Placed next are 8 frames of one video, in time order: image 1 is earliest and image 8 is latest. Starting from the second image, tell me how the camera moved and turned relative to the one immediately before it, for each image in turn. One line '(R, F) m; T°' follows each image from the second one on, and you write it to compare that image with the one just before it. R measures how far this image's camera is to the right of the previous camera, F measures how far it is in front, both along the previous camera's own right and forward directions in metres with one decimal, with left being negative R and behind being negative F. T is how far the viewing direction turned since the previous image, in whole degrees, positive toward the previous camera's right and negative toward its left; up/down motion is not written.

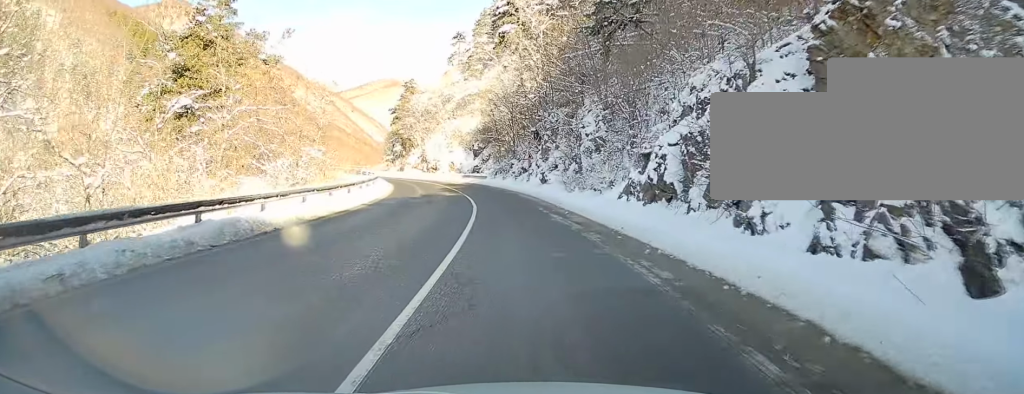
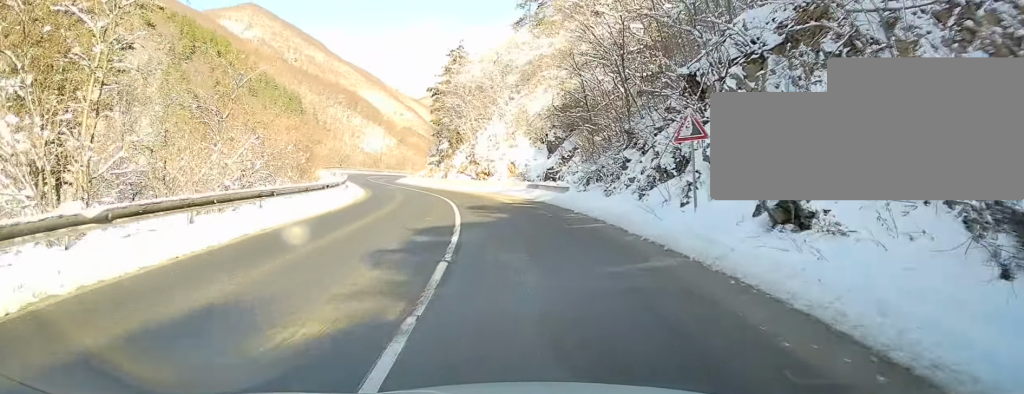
(-2.1, +28.8) m; -10°
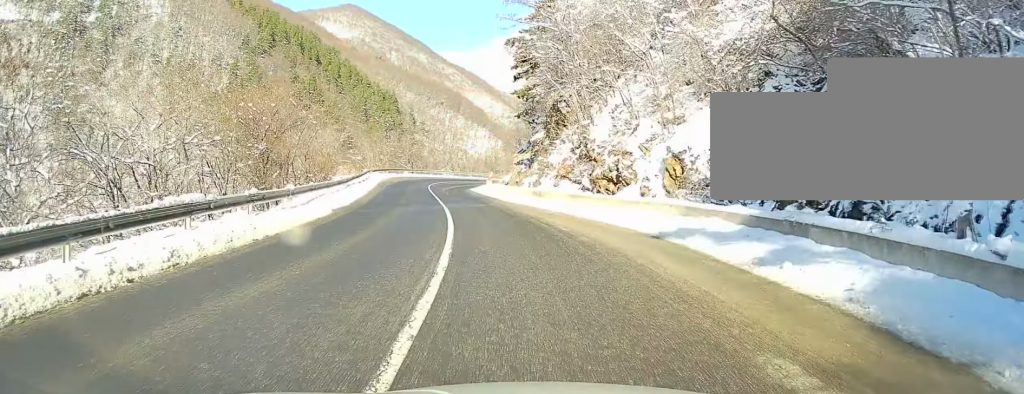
(-2.1, +24.8) m; -8°
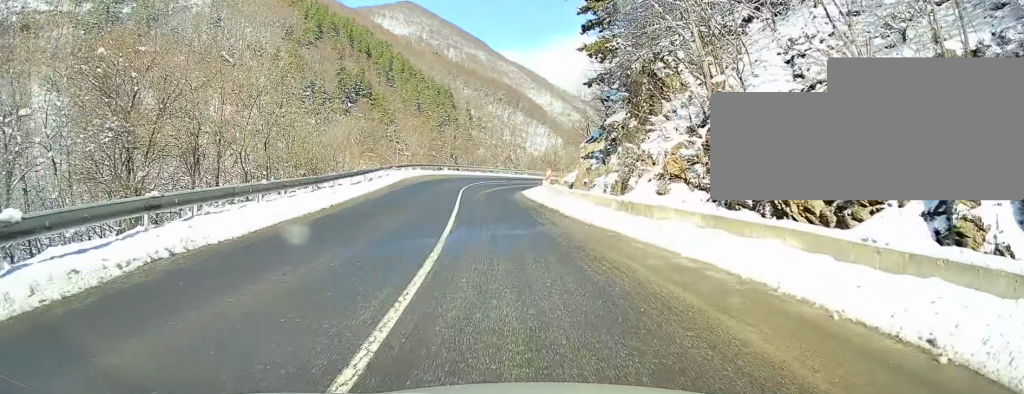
(-0.3, +13.3) m; -3°
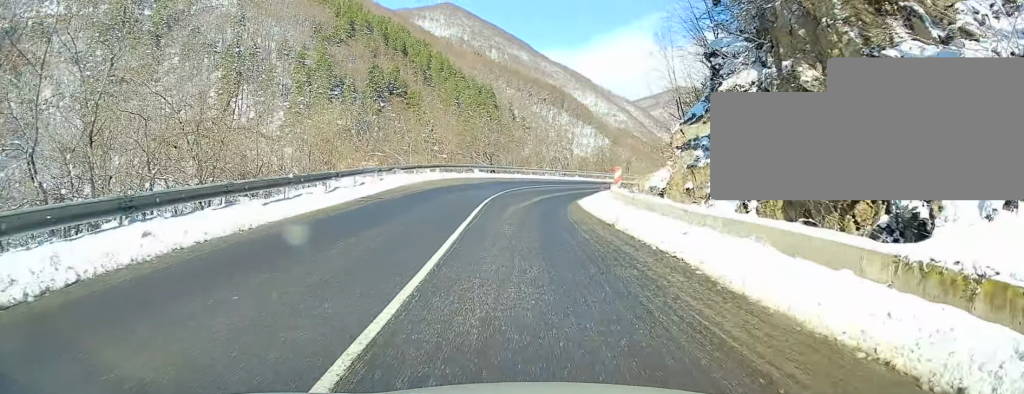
(-0.5, +12.9) m; -1°
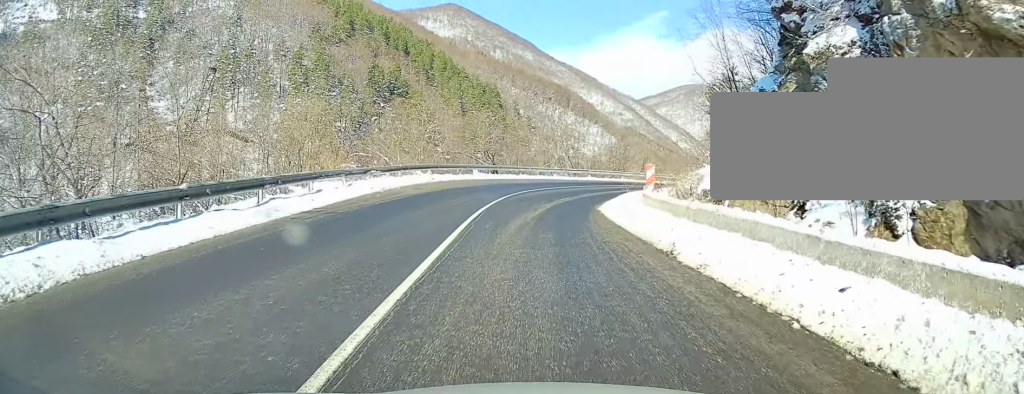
(-0.2, +5.8) m; +1°
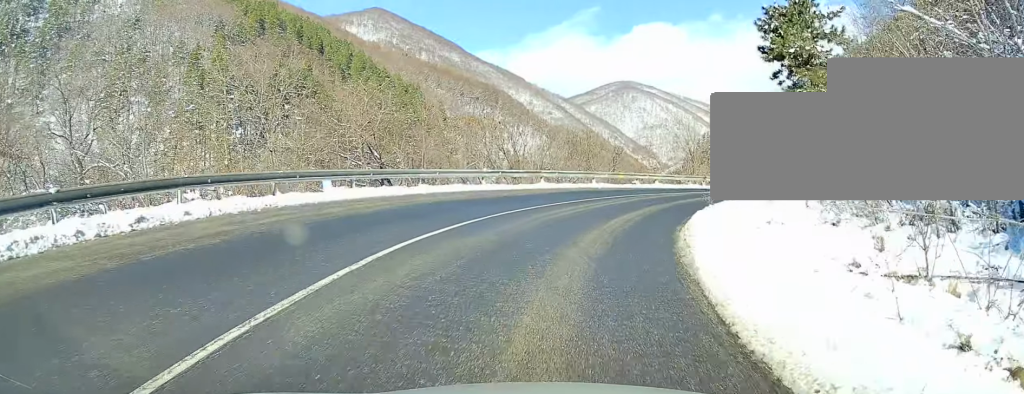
(+2.0, +20.0) m; +11°
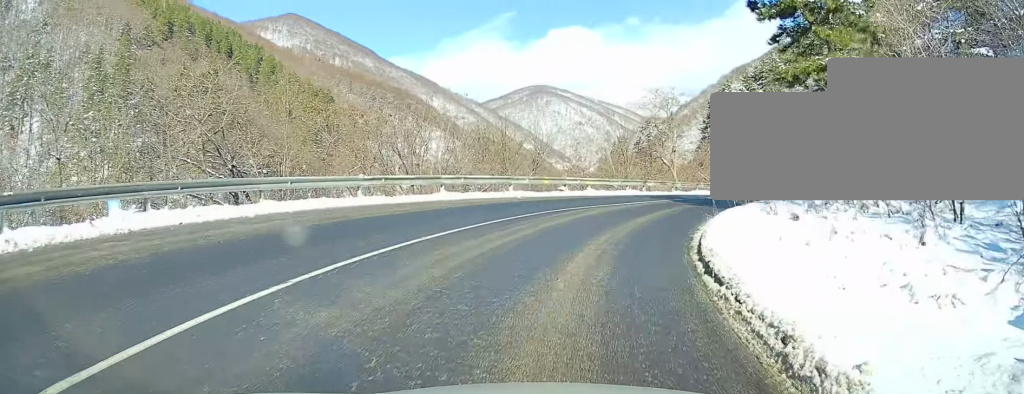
(+0.2, +7.5) m; +6°
